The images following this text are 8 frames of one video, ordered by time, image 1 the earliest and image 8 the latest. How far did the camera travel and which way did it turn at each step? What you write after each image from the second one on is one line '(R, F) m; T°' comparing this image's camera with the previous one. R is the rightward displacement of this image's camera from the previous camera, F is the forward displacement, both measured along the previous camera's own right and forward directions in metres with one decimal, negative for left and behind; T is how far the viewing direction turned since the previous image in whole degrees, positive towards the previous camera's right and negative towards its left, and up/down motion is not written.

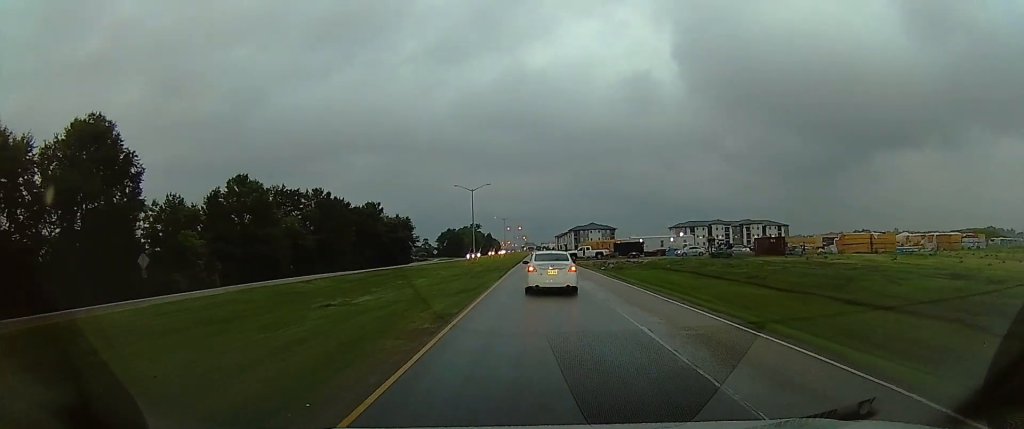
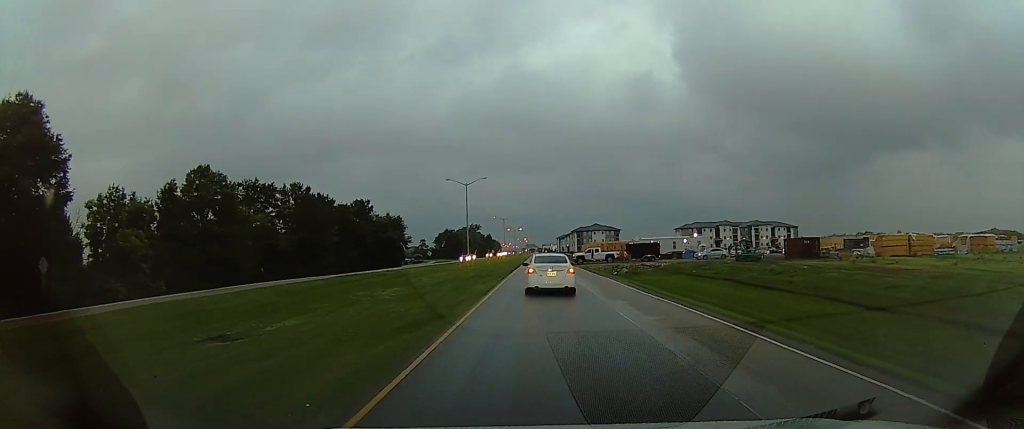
(0.0, +9.5) m; 0°
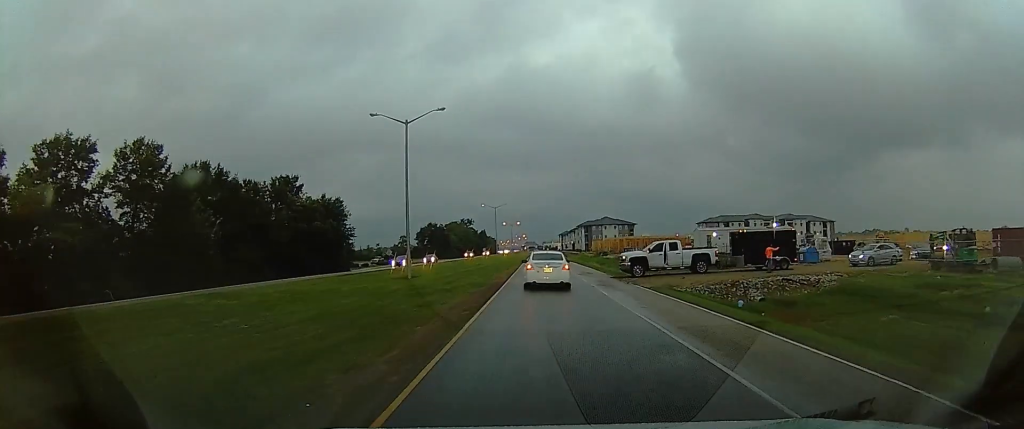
(0.0, +36.9) m; 0°
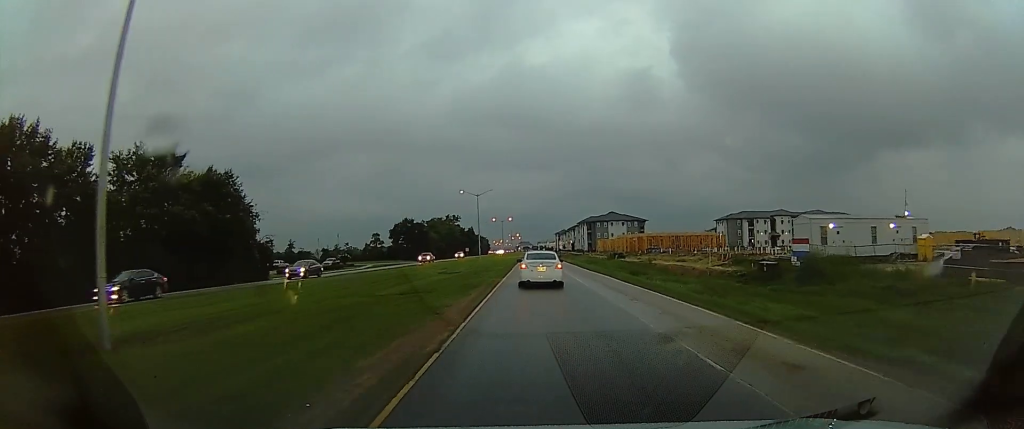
(0.0, +30.3) m; 0°
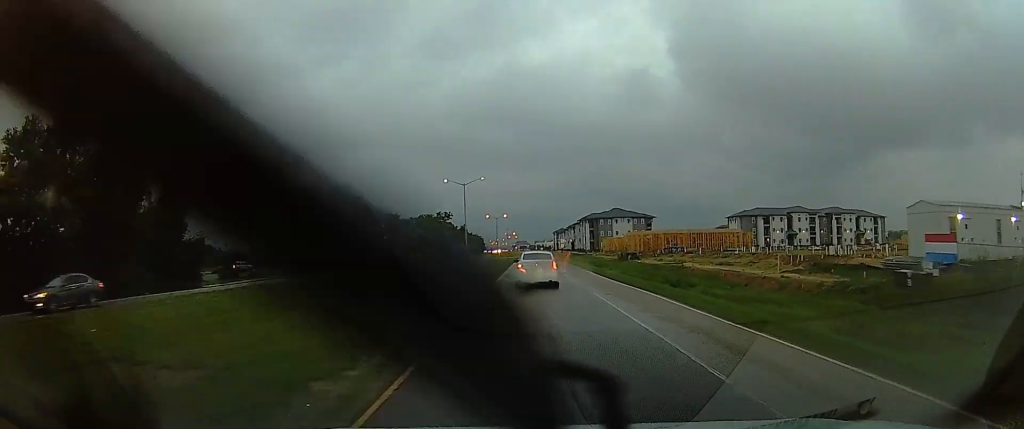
(0.0, +15.7) m; 0°
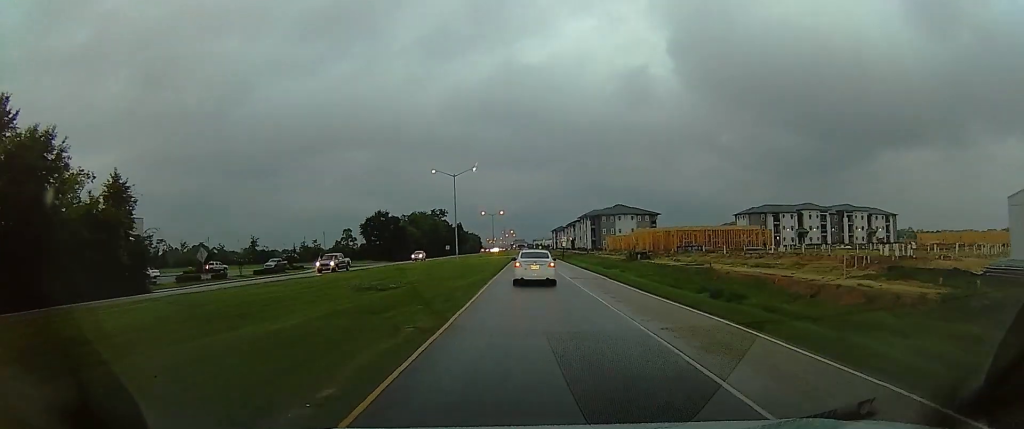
(0.0, +8.8) m; 0°
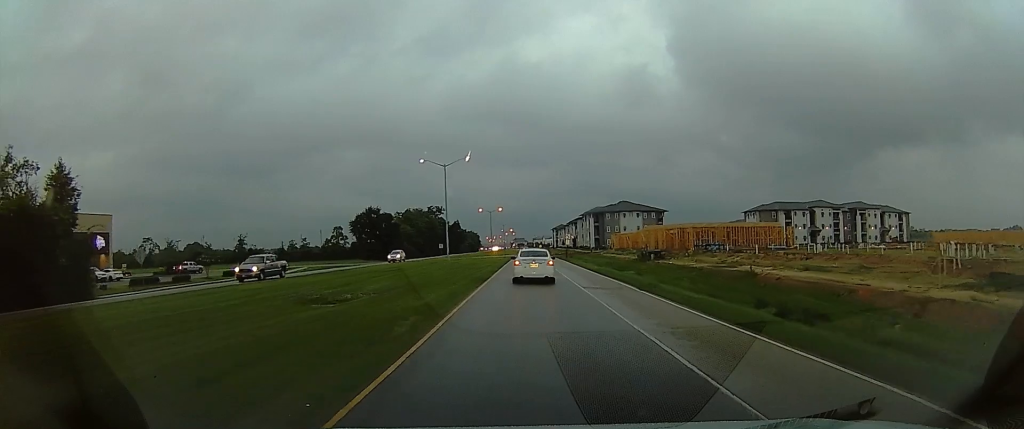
(0.0, +8.2) m; 0°
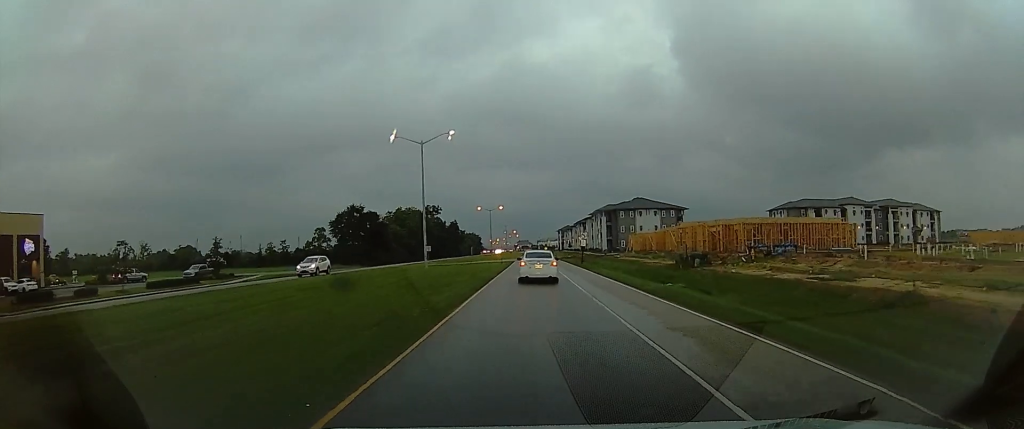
(0.0, +17.0) m; 0°
